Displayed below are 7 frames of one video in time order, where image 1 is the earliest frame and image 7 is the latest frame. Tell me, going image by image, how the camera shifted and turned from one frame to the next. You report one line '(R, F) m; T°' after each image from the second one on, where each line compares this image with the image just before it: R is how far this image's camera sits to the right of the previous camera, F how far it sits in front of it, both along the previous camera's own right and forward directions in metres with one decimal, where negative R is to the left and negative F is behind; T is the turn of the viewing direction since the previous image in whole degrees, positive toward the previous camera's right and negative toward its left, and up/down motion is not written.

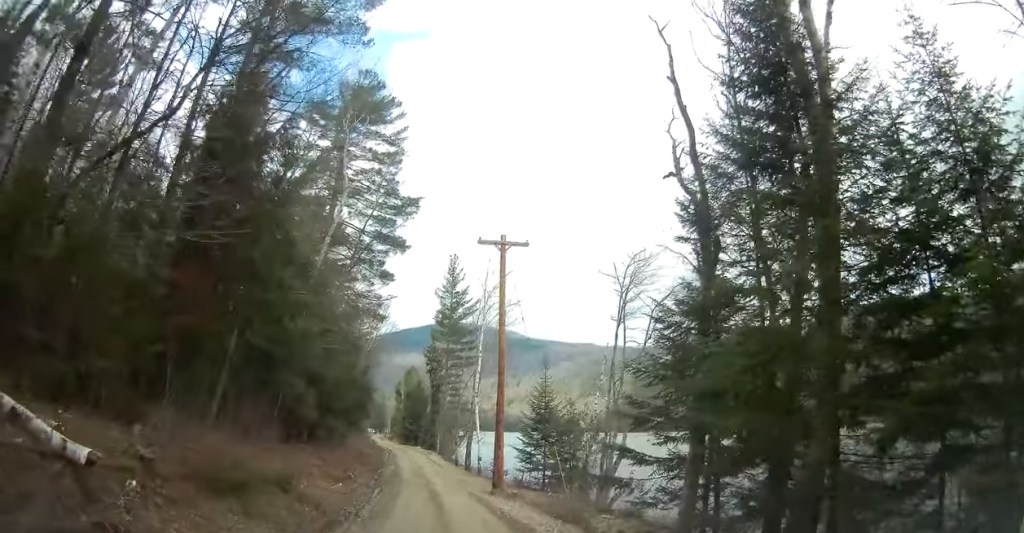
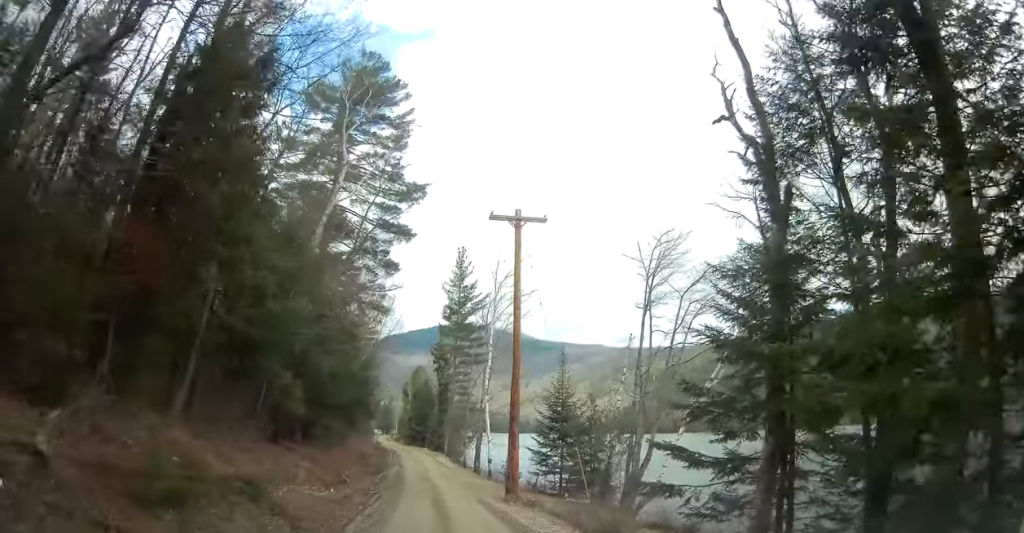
(+0.2, +3.2) m; +2°
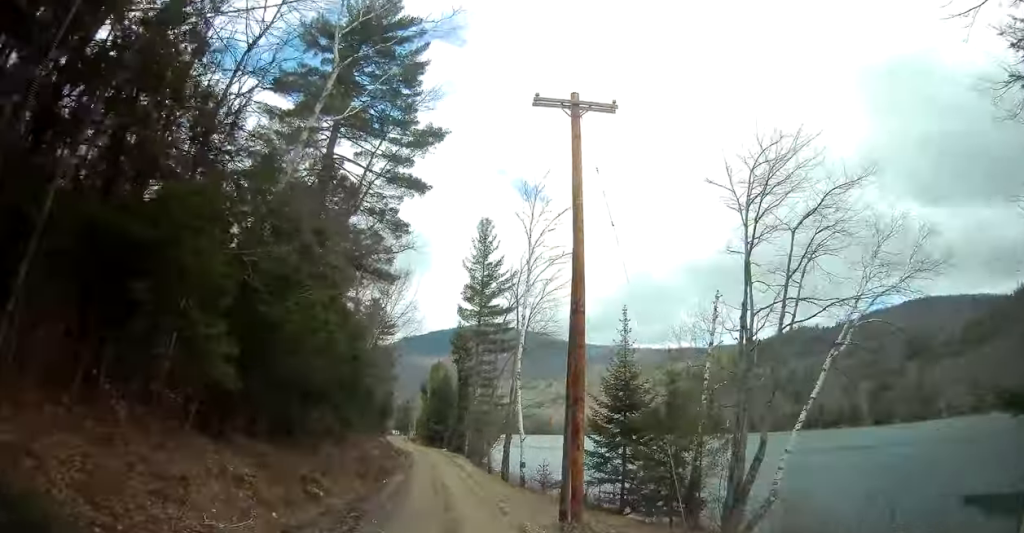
(-0.4, +9.1) m; -2°
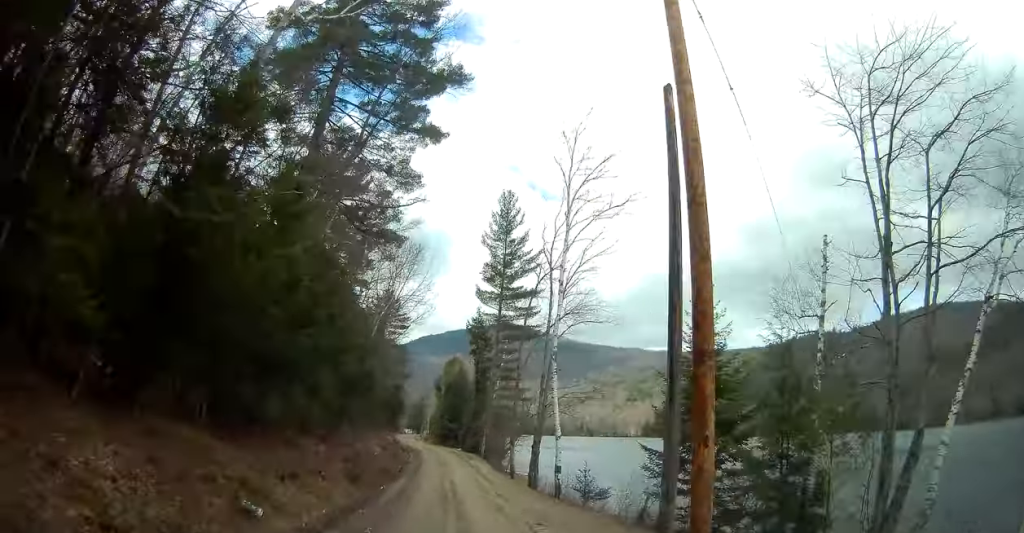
(0.0, +7.0) m; +1°
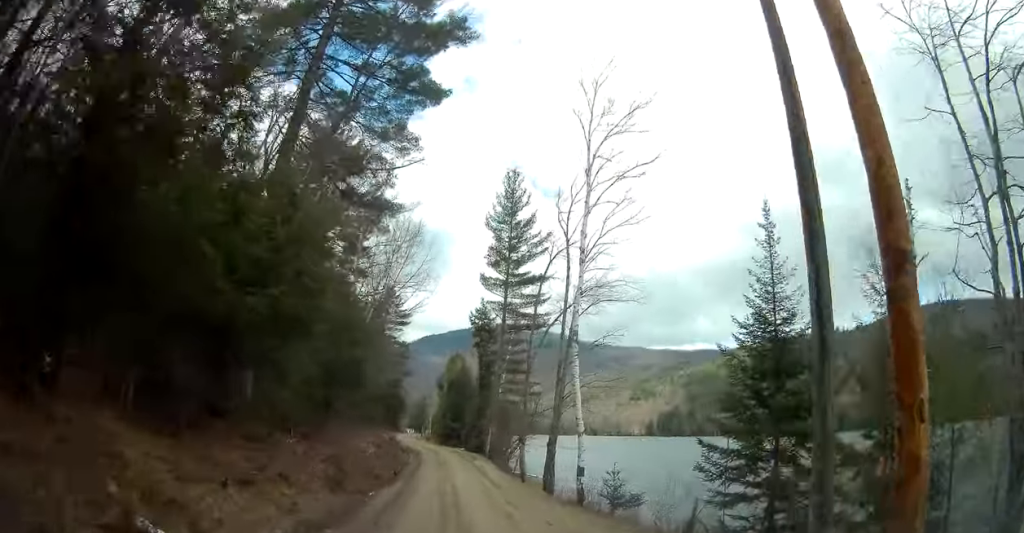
(+0.1, +4.2) m; -1°
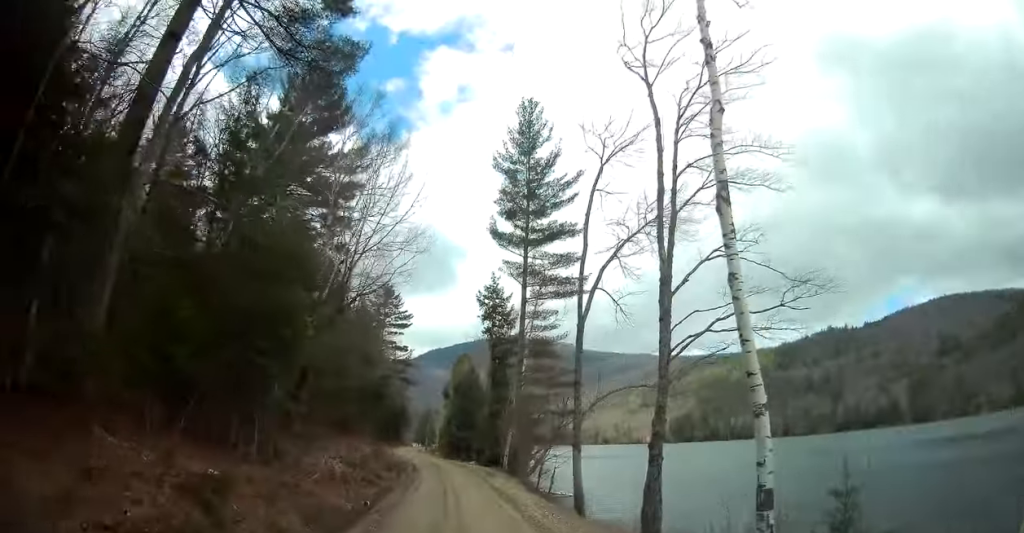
(-0.4, +12.6) m; -8°
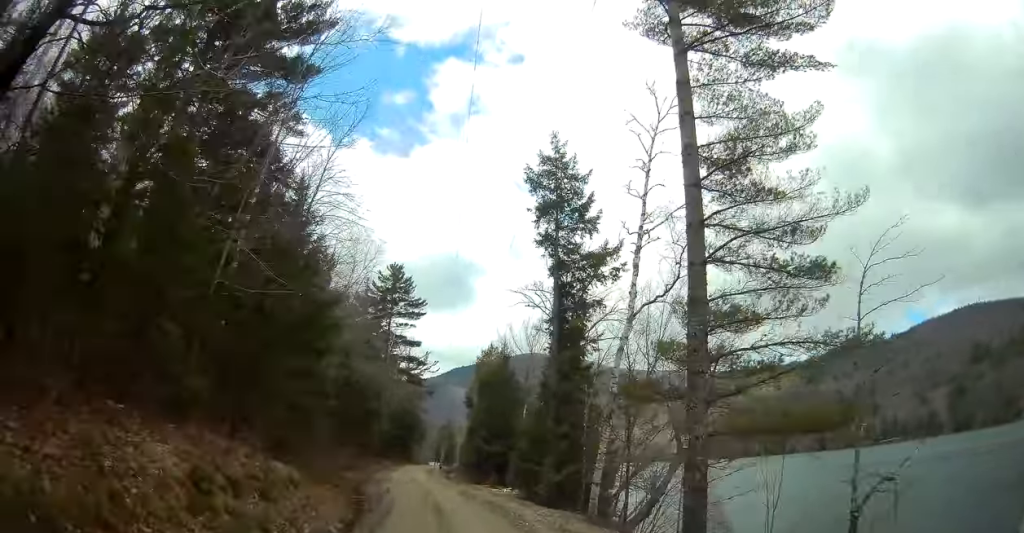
(-2.2, +26.8) m; -4°
